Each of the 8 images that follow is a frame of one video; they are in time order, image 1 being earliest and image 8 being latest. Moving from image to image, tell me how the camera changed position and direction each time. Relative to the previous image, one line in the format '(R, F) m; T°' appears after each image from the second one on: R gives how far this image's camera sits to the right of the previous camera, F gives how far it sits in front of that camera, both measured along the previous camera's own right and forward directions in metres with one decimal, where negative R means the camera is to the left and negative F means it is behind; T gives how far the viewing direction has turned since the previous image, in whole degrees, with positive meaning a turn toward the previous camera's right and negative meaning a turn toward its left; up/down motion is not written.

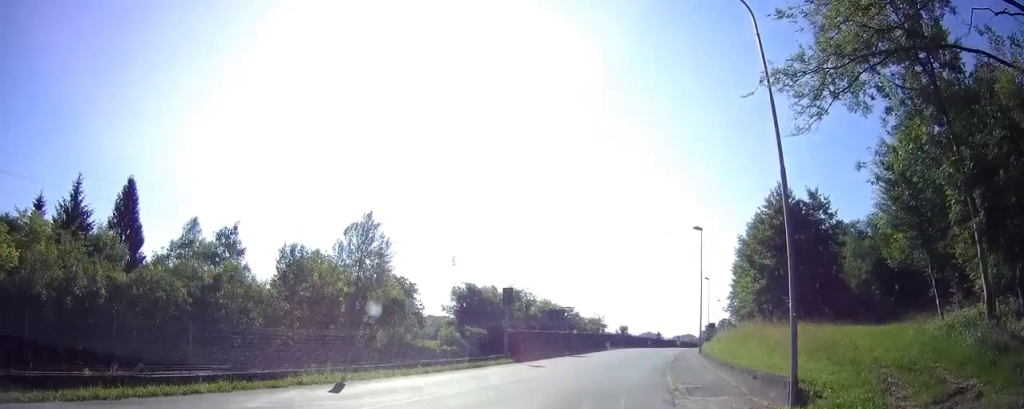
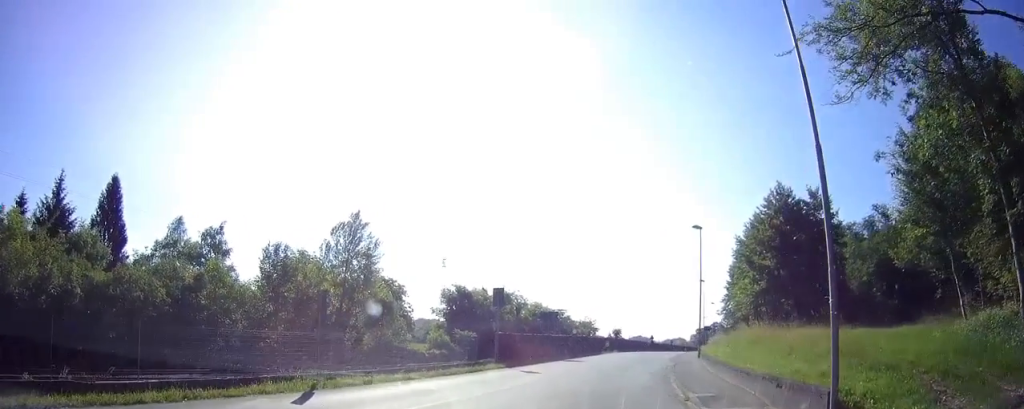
(0.0, +2.0) m; +4°
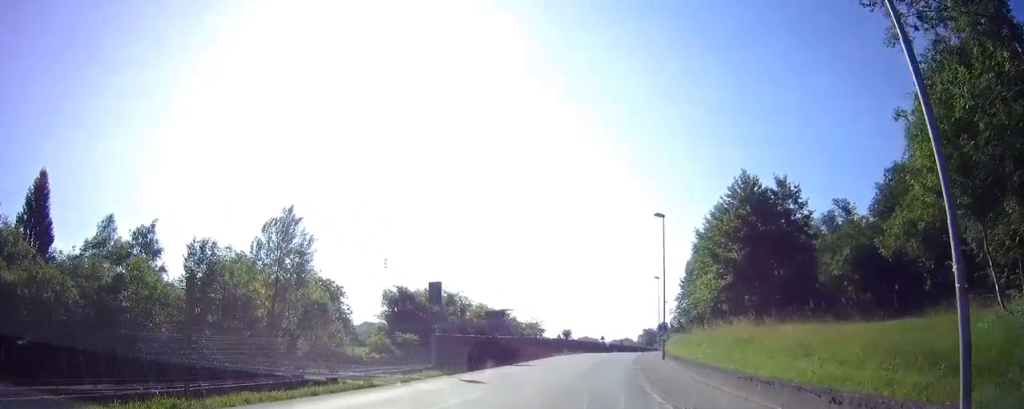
(+0.3, +4.1) m; +8°
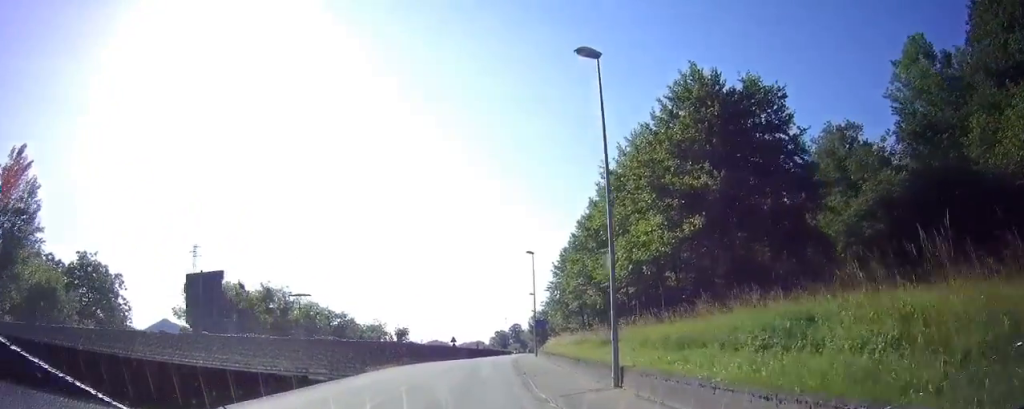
(+1.1, +21.9) m; +4°
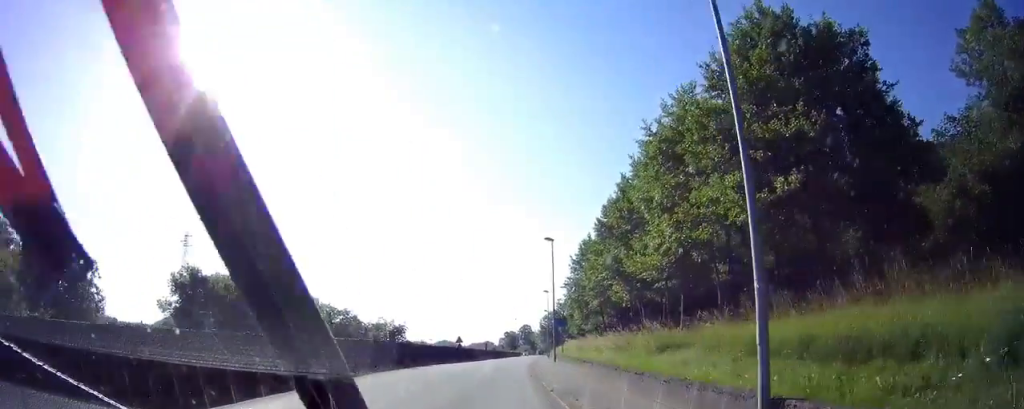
(+0.1, +7.4) m; 0°
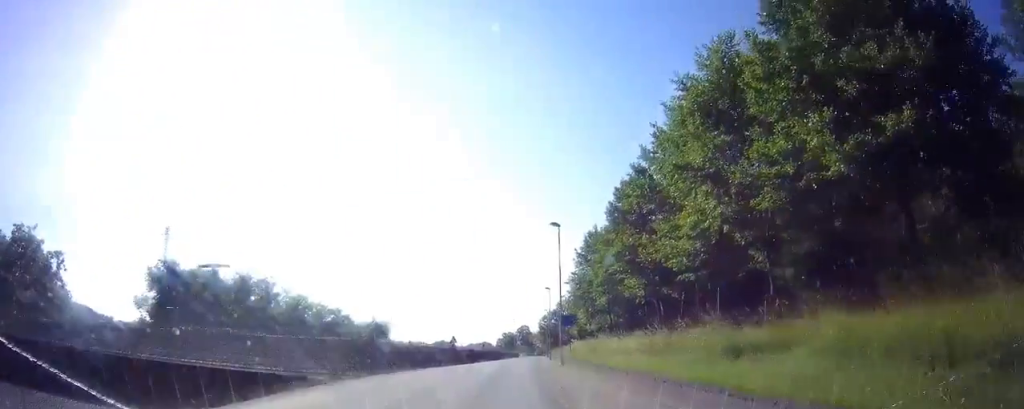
(0.0, +5.8) m; 0°
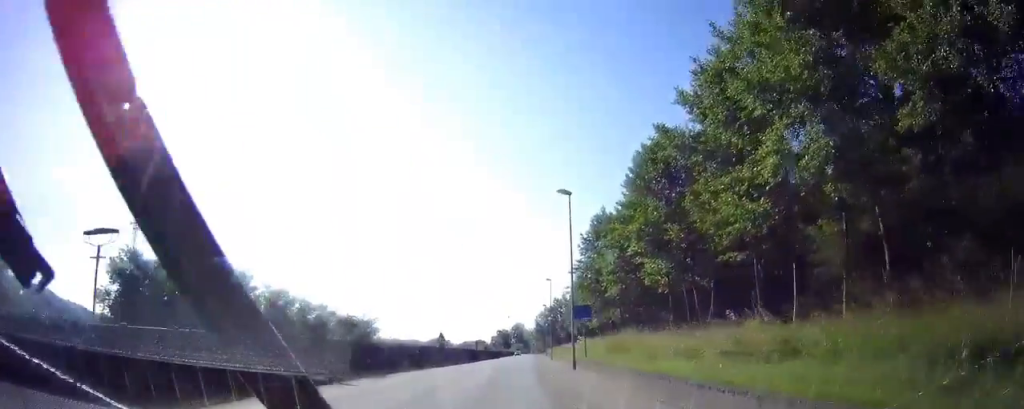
(-0.1, +7.1) m; 0°
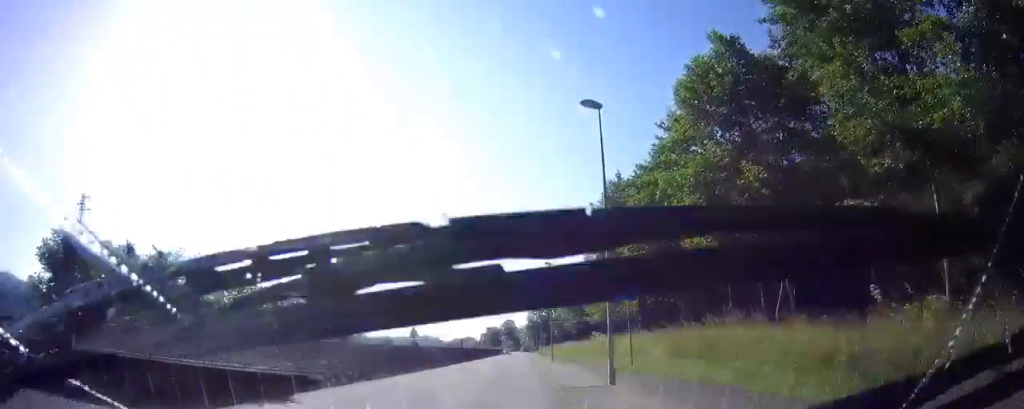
(+0.2, +10.1) m; +1°
